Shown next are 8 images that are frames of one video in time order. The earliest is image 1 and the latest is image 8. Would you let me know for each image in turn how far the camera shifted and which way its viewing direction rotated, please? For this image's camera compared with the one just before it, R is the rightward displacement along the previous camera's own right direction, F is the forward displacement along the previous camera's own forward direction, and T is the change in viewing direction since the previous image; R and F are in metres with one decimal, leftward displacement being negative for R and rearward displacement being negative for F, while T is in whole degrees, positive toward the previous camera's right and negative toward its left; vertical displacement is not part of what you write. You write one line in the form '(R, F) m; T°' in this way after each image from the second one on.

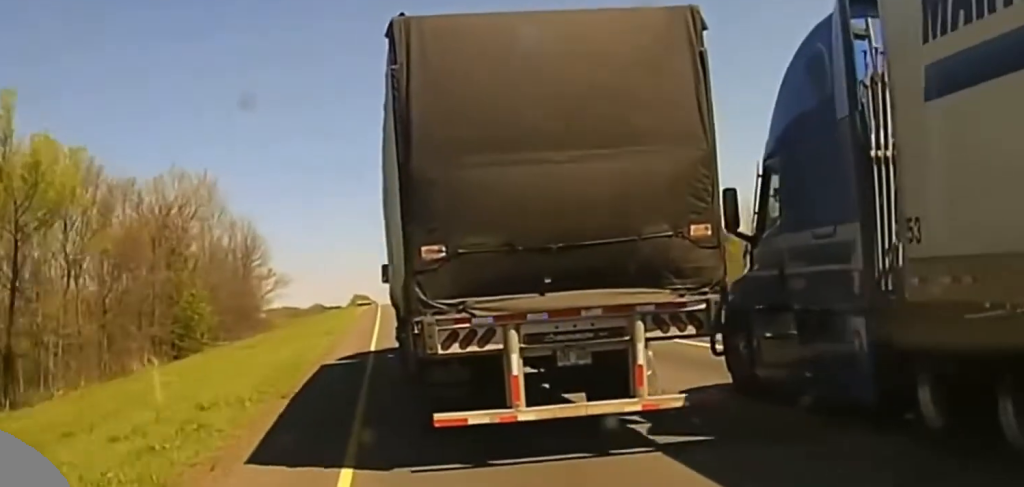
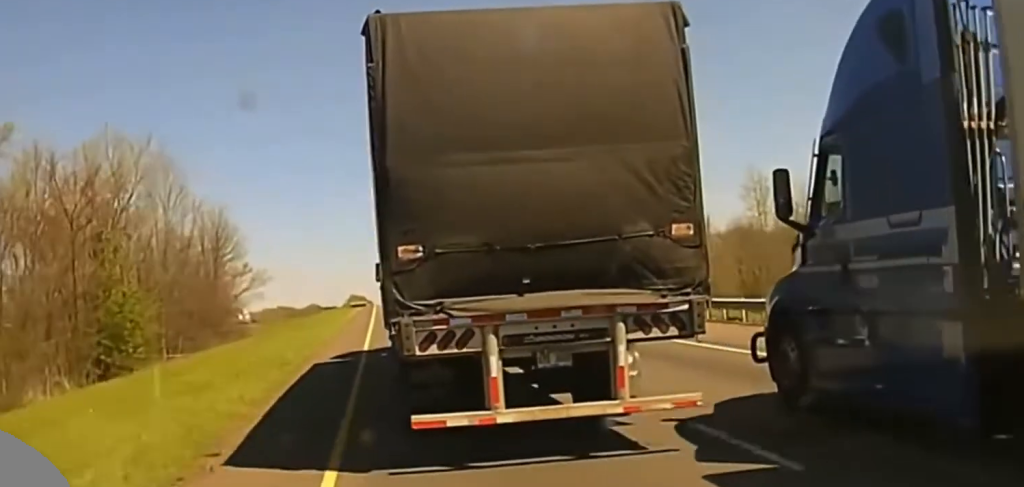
(0.0, +18.6) m; 0°
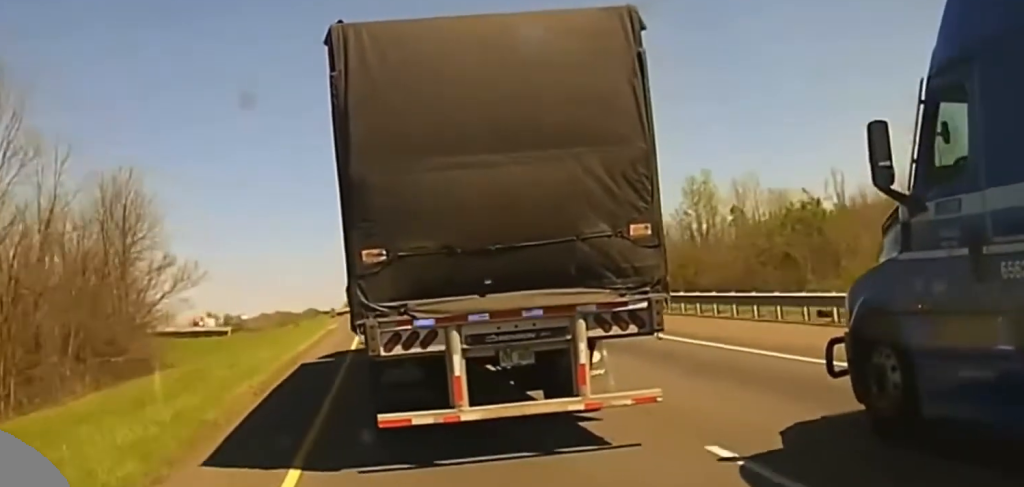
(+0.4, +40.0) m; +1°
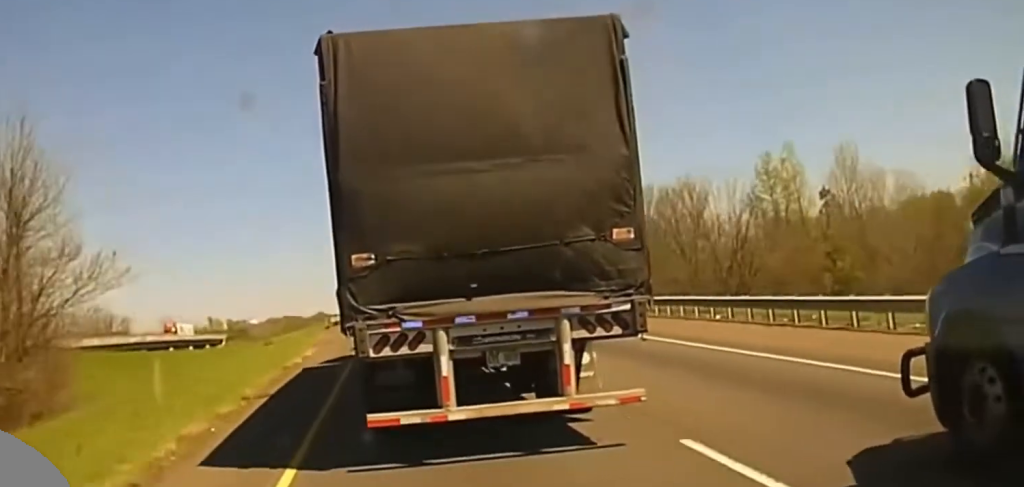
(0.0, +21.5) m; -1°
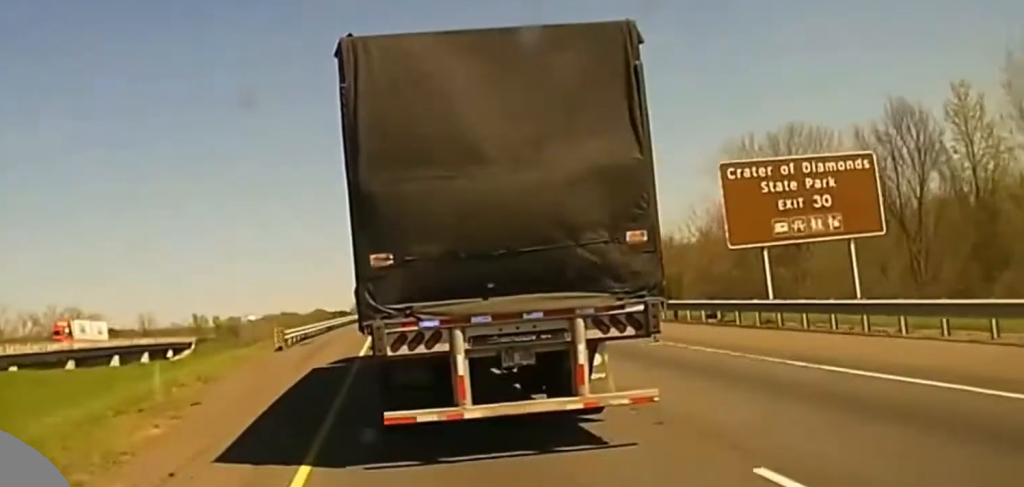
(-0.5, +38.0) m; 0°
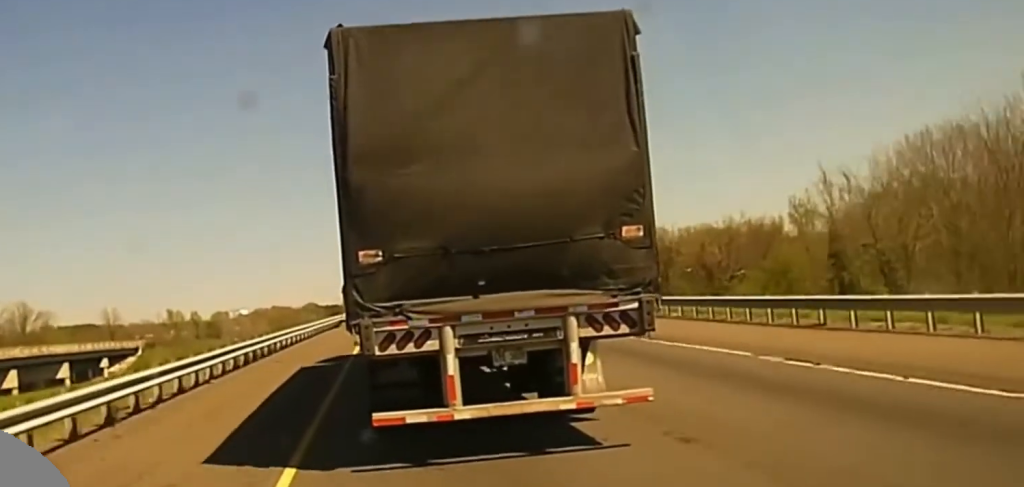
(+0.6, +39.5) m; 0°
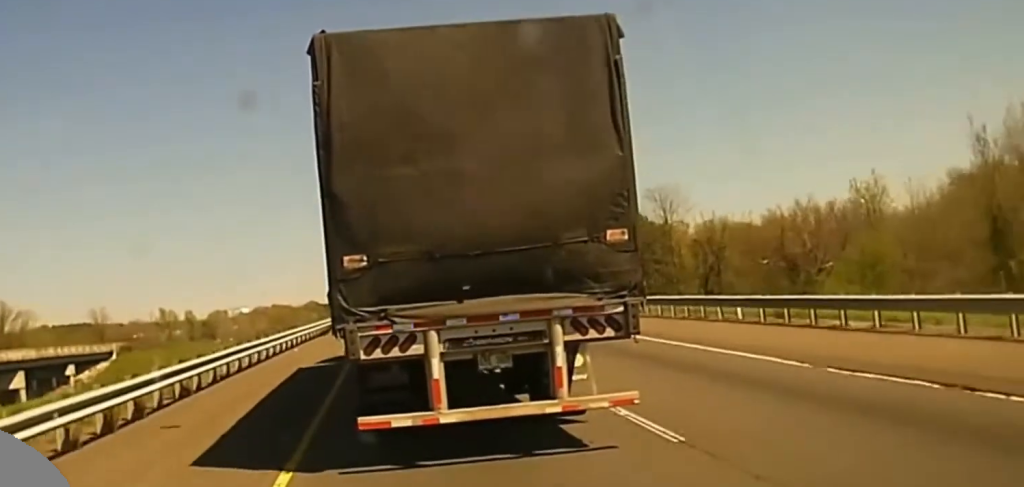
(-0.3, +15.6) m; 0°
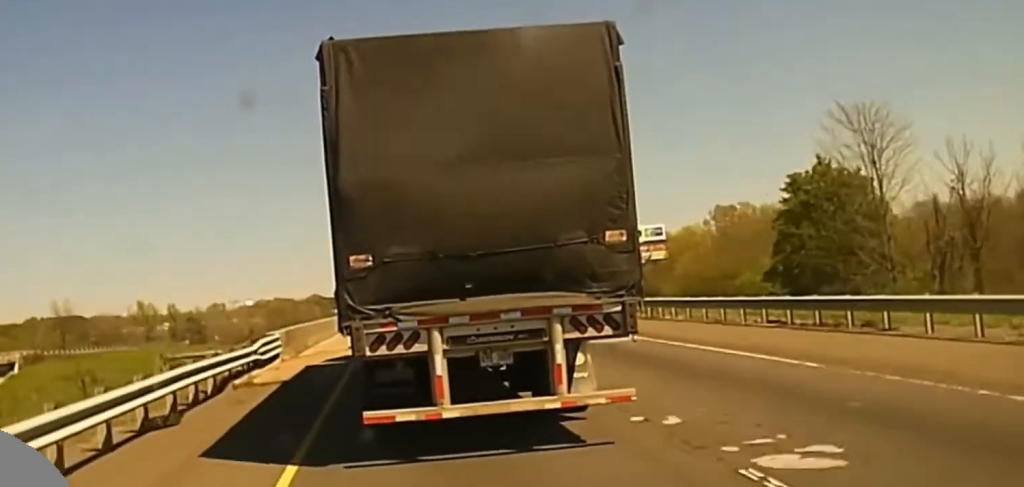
(-0.1, +42.7) m; 0°
